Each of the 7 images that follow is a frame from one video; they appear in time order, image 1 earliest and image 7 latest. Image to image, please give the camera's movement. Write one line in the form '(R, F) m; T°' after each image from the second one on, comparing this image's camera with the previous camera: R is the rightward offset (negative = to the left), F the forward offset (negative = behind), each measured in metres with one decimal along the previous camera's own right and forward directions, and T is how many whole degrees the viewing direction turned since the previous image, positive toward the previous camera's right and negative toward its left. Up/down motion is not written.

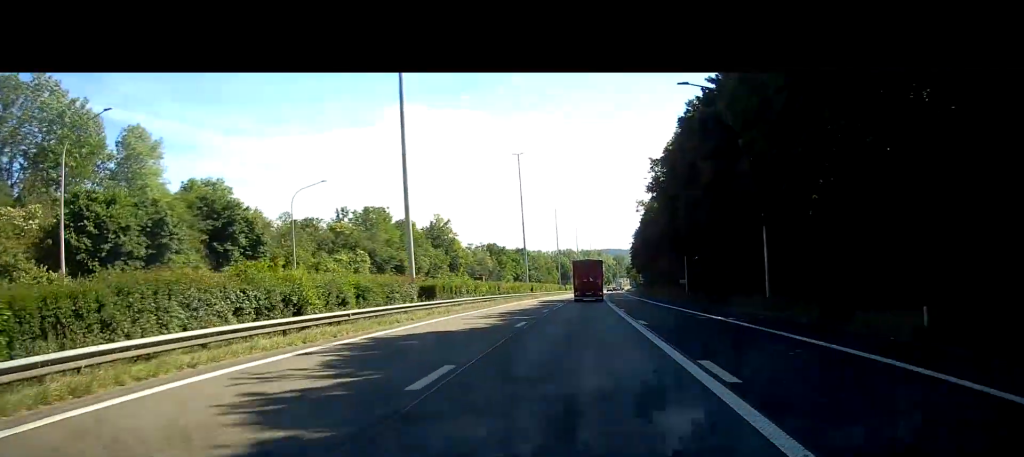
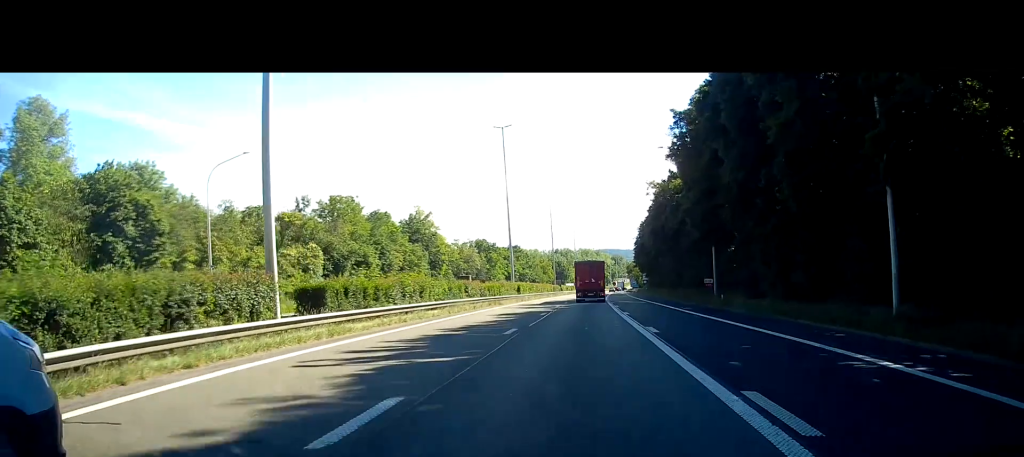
(+0.2, +16.2) m; 0°
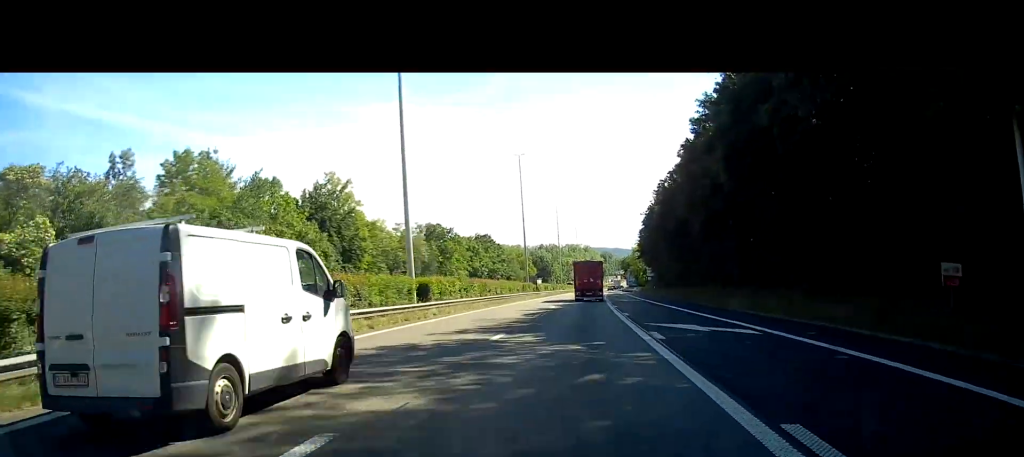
(+0.2, +41.4) m; +1°
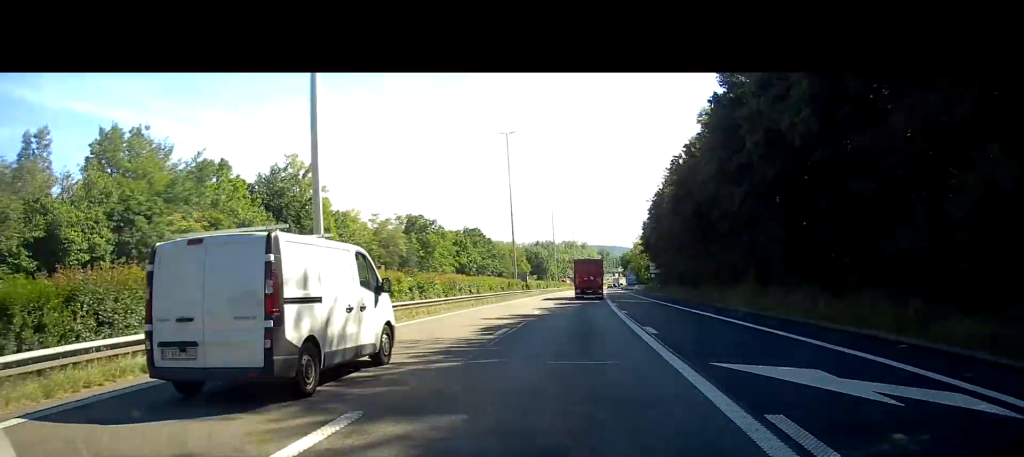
(+0.1, +12.2) m; 0°
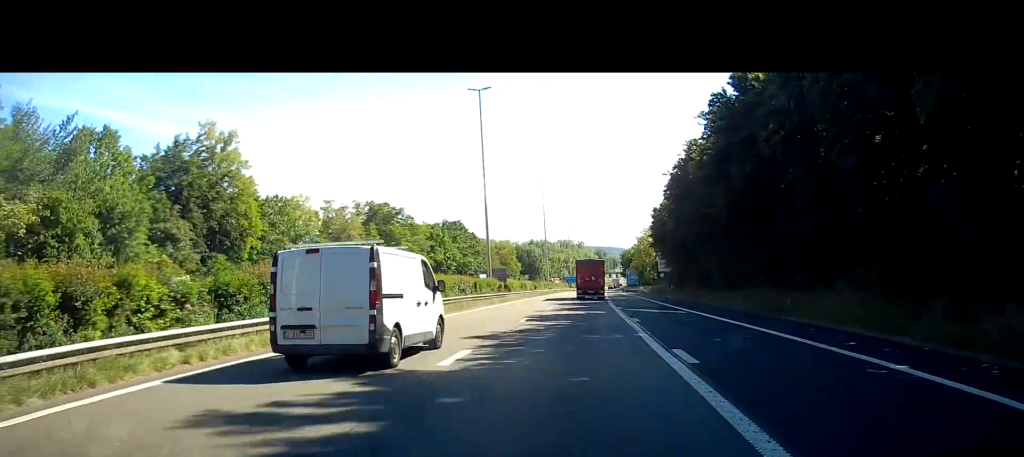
(0.0, +19.4) m; 0°
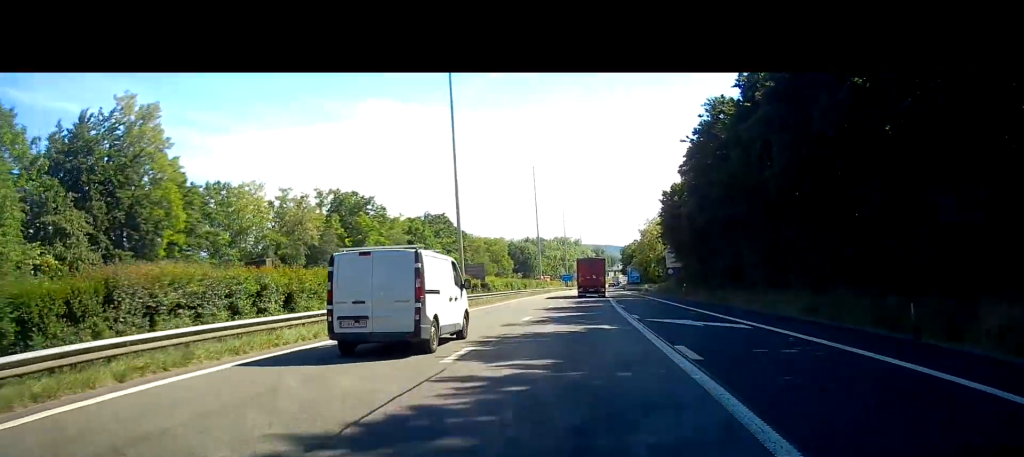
(0.0, +12.9) m; 0°
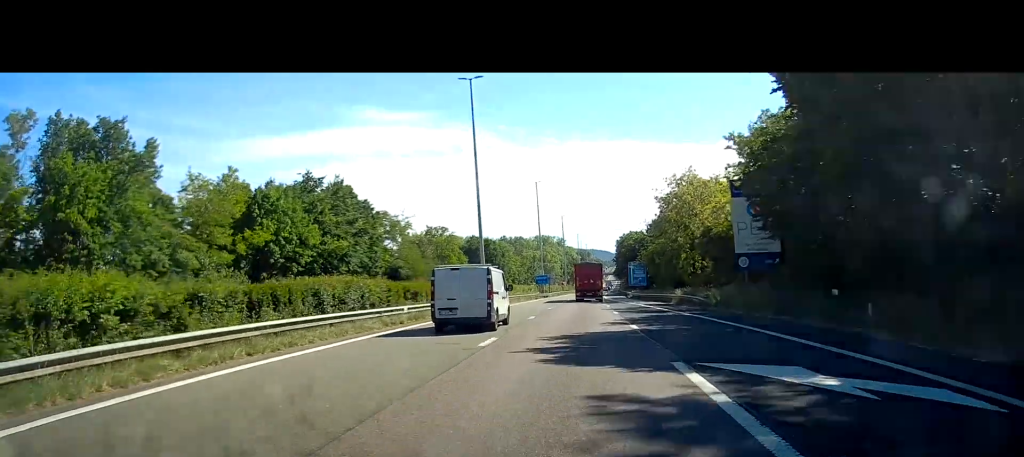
(+0.9, +47.8) m; +2°
